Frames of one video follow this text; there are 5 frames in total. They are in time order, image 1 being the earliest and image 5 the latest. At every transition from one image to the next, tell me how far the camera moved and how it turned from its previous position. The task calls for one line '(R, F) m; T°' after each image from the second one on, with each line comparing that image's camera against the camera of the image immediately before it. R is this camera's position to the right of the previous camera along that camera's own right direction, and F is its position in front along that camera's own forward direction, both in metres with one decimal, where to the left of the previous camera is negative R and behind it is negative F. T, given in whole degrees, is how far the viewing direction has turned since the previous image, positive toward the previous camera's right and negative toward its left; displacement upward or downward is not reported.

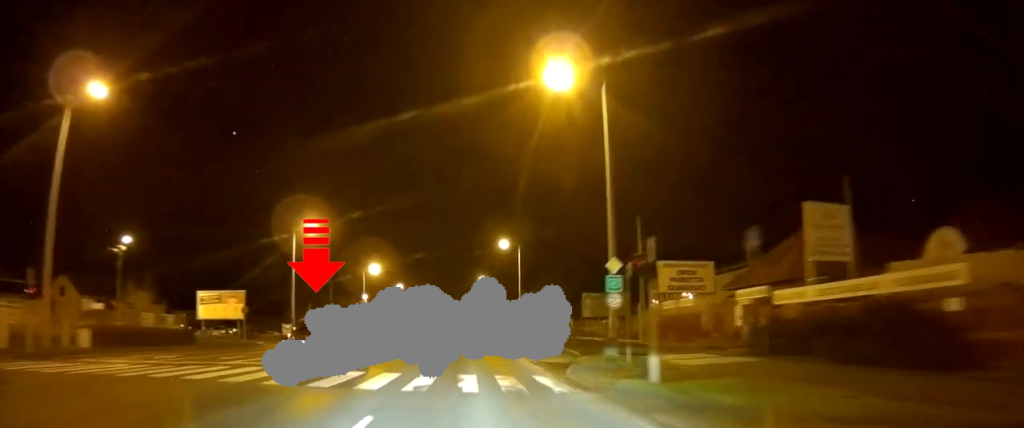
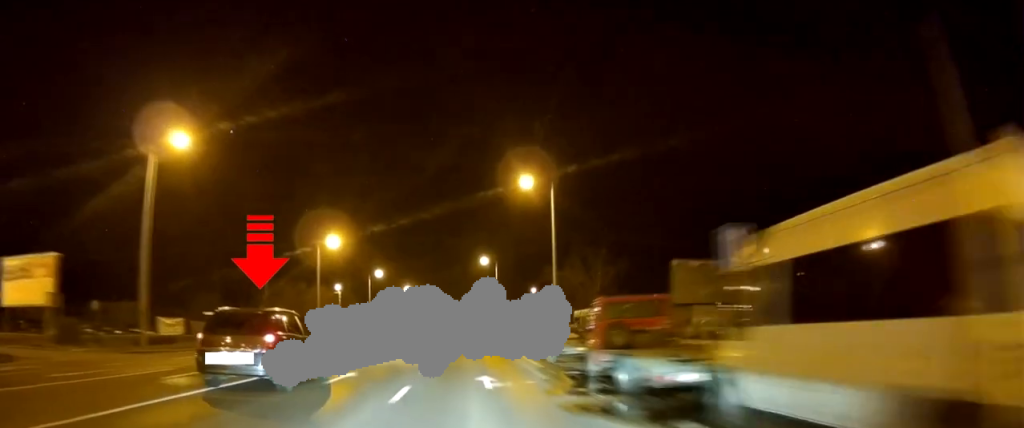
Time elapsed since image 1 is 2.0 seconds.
(-0.1, +28.2) m; -2°
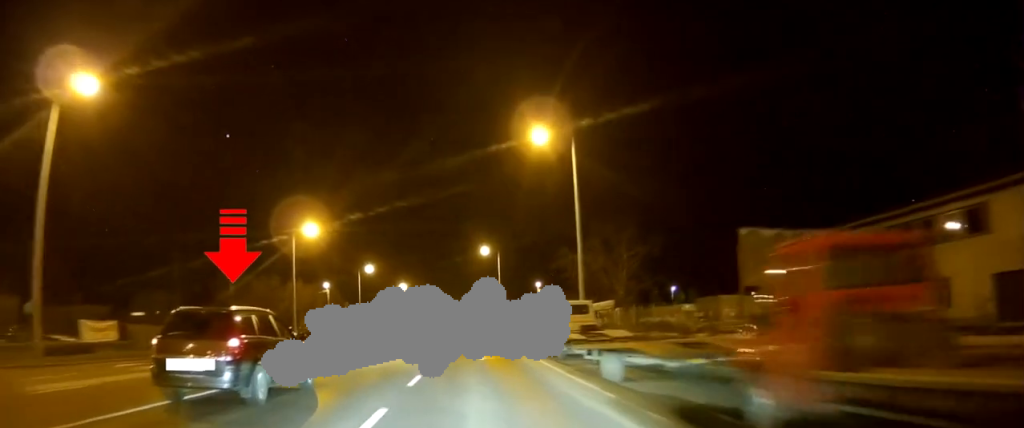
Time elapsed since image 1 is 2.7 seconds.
(-0.3, +8.9) m; 0°
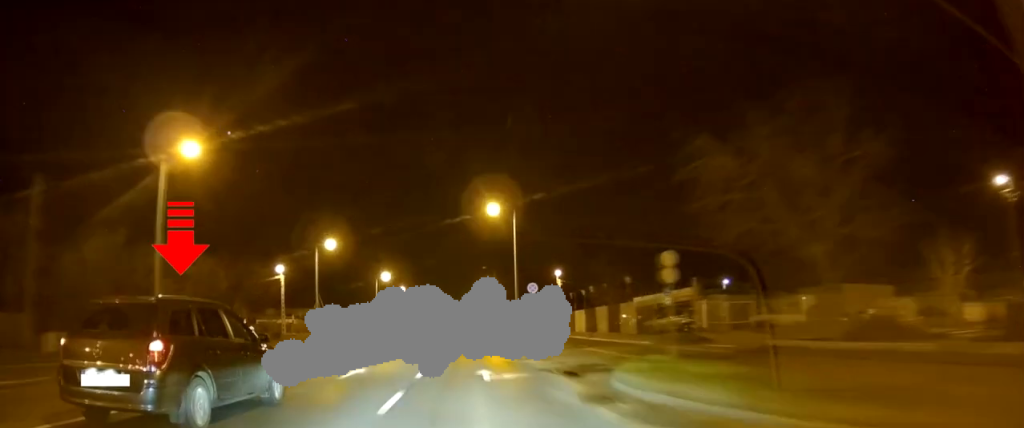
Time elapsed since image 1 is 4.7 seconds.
(+0.8, +26.6) m; +2°
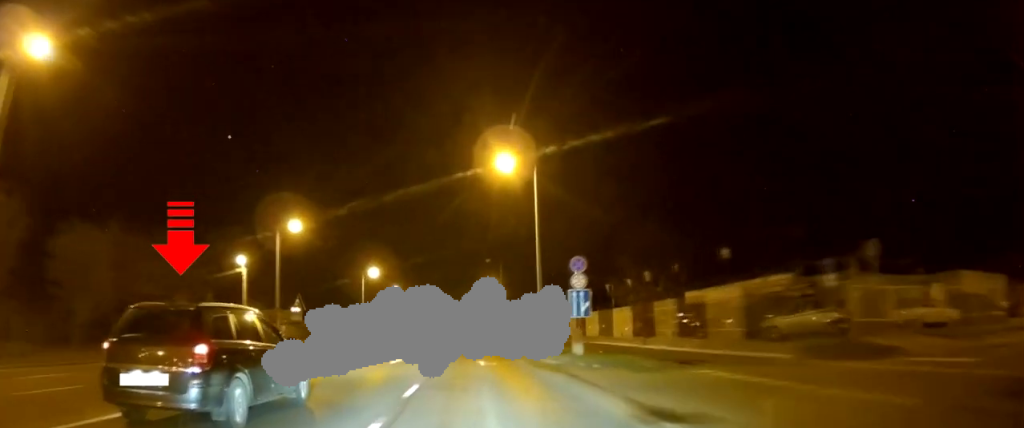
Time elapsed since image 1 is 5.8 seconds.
(0.0, +14.9) m; +1°
